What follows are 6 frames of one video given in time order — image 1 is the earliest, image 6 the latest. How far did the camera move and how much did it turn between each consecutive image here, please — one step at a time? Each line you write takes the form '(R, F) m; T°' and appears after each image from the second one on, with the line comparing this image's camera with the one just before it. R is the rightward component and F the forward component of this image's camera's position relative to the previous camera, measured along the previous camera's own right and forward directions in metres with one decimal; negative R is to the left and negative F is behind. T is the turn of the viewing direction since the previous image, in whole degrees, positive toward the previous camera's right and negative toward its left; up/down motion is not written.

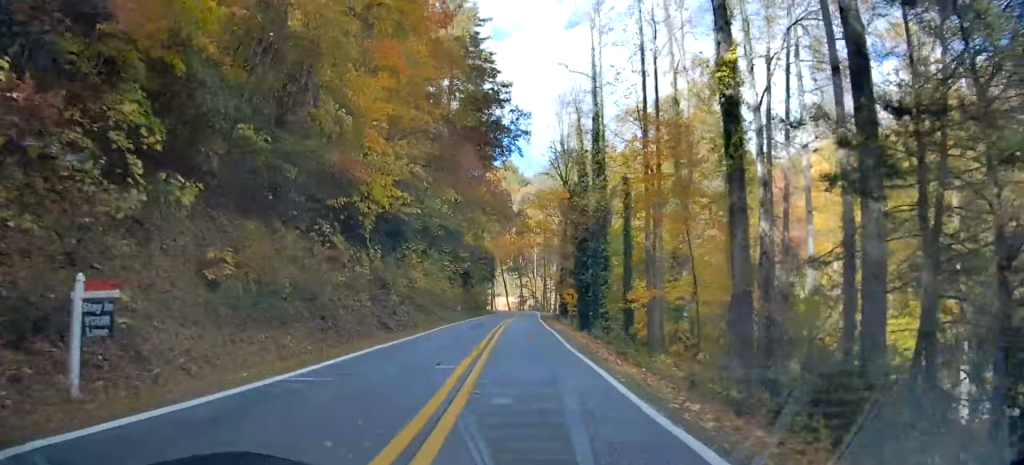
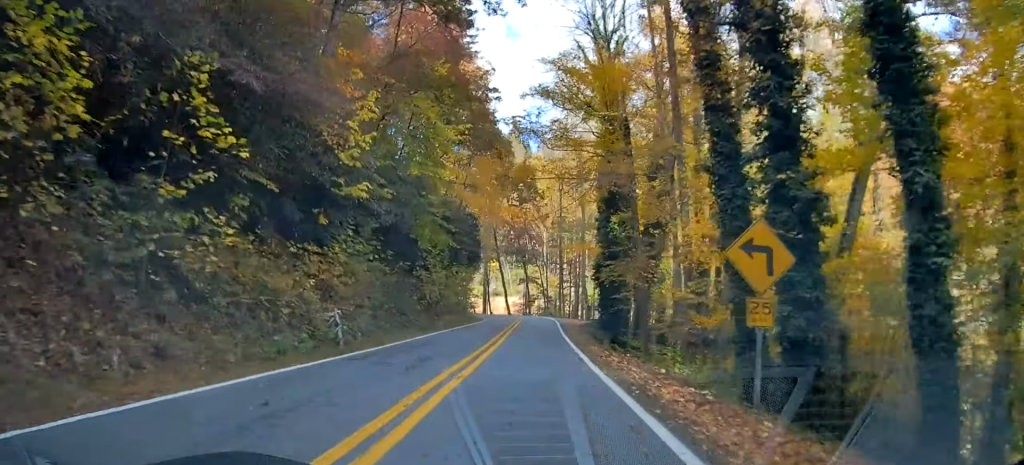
(+0.2, +41.6) m; 0°
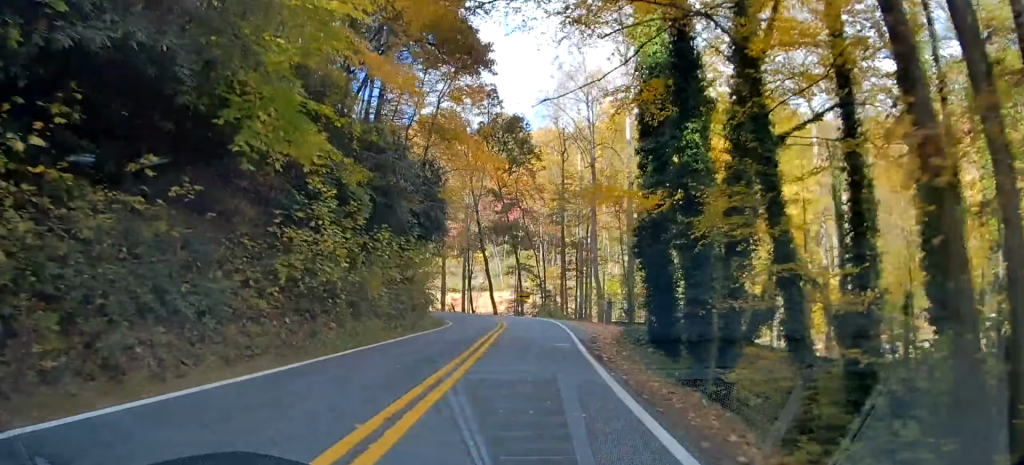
(0.0, +20.8) m; -2°
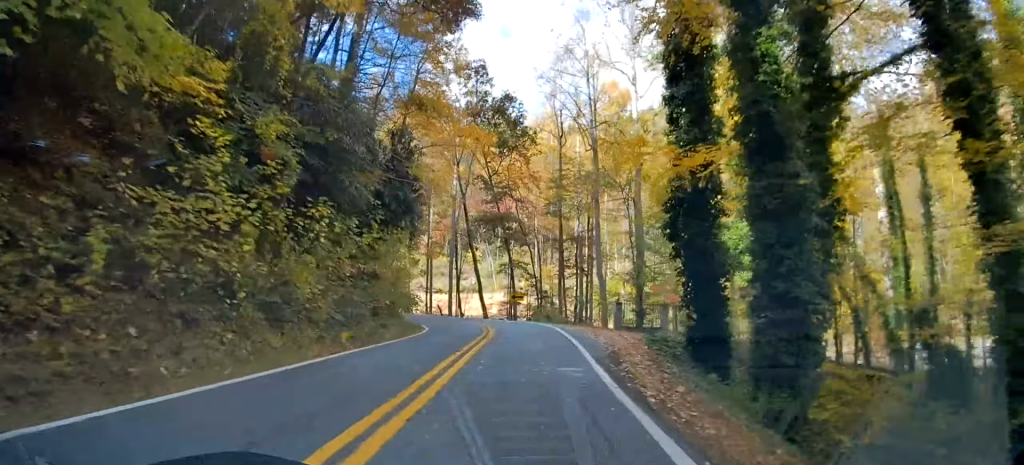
(-0.1, +7.2) m; -1°
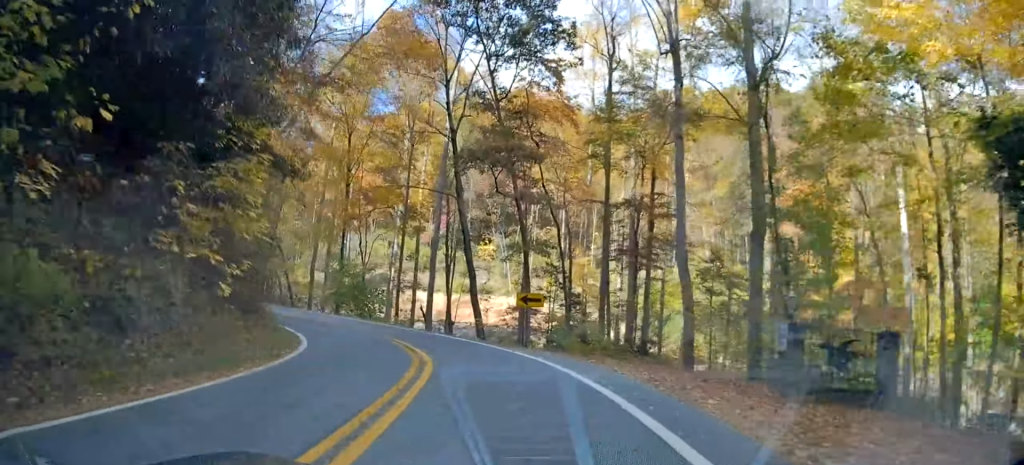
(-0.1, +23.0) m; -6°
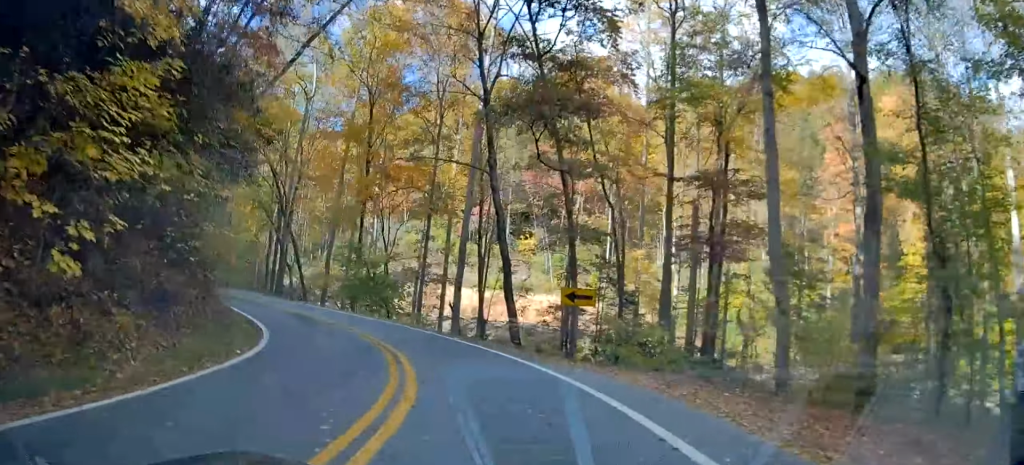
(-0.4, +6.6) m; -7°
